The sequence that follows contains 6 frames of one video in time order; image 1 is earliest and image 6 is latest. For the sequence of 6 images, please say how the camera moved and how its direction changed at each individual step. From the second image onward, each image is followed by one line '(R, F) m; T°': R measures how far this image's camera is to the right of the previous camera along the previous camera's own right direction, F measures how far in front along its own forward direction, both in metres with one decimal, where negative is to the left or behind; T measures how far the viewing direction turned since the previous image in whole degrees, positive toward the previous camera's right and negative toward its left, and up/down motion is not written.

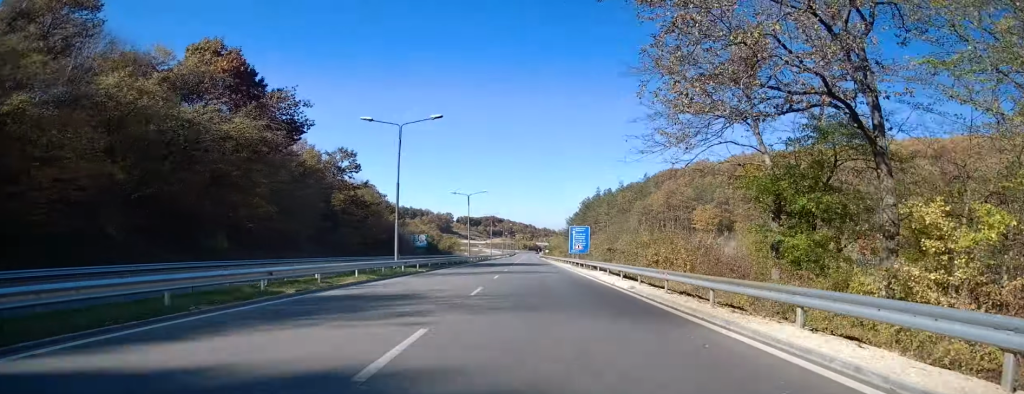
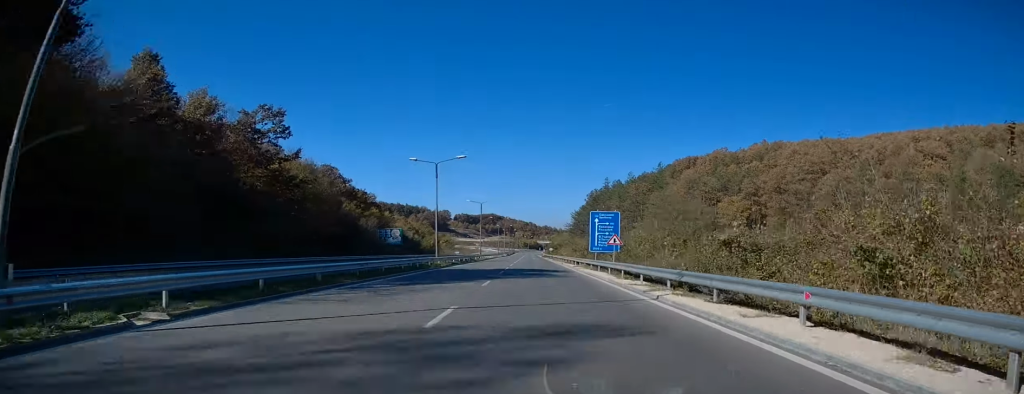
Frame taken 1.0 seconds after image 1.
(+0.3, +24.5) m; 0°
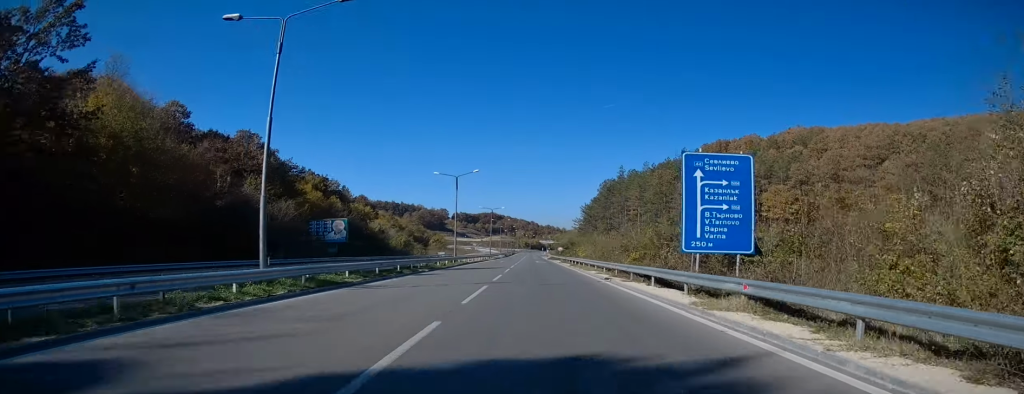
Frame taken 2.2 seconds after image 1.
(-0.1, +29.7) m; -1°
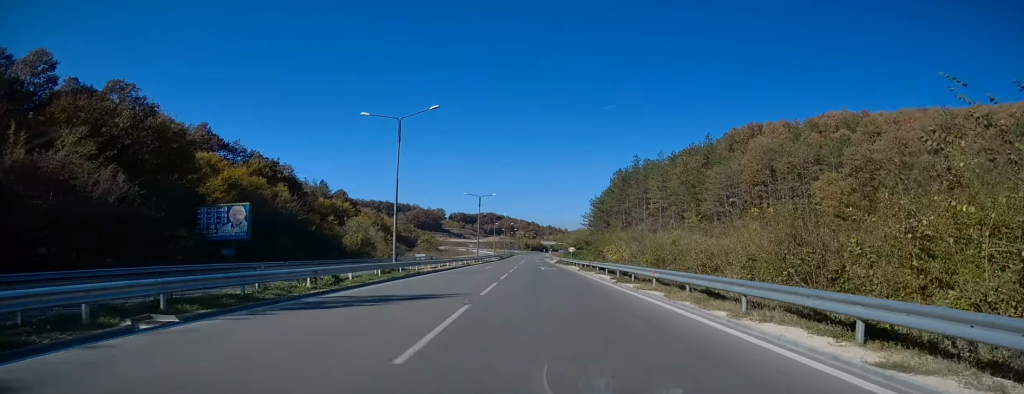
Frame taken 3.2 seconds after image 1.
(-0.1, +23.9) m; 0°
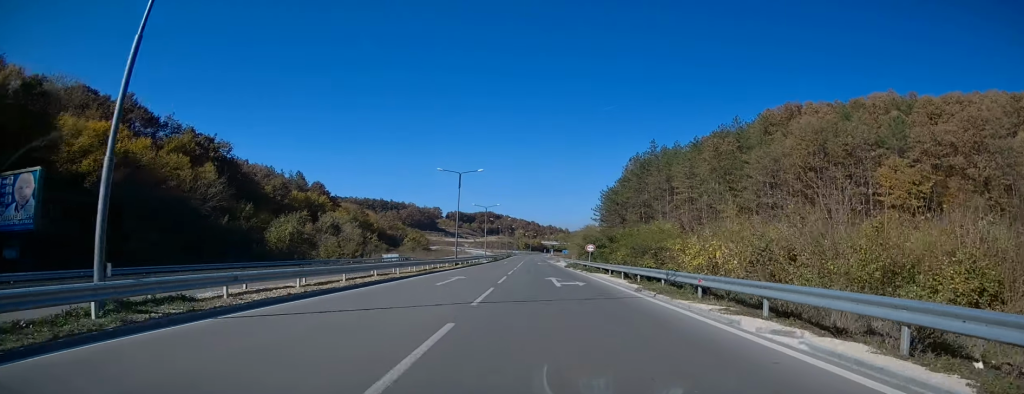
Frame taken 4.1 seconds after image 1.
(+0.1, +20.7) m; 0°
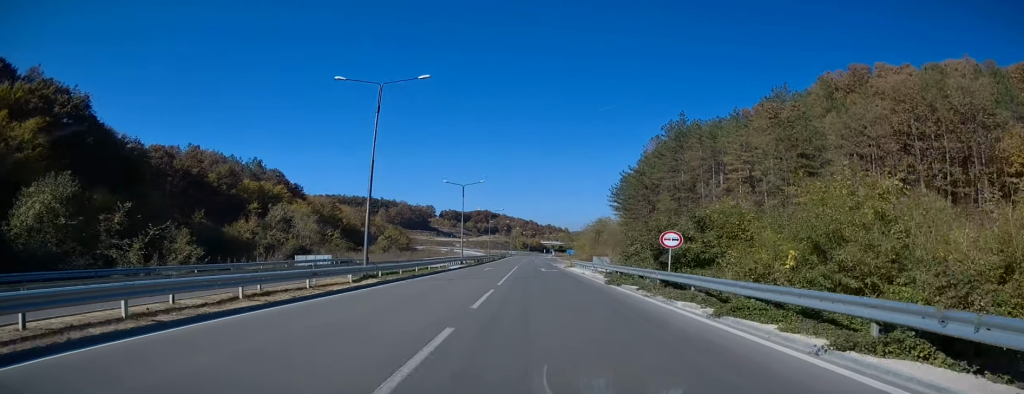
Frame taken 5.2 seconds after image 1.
(0.0, +27.2) m; 0°
